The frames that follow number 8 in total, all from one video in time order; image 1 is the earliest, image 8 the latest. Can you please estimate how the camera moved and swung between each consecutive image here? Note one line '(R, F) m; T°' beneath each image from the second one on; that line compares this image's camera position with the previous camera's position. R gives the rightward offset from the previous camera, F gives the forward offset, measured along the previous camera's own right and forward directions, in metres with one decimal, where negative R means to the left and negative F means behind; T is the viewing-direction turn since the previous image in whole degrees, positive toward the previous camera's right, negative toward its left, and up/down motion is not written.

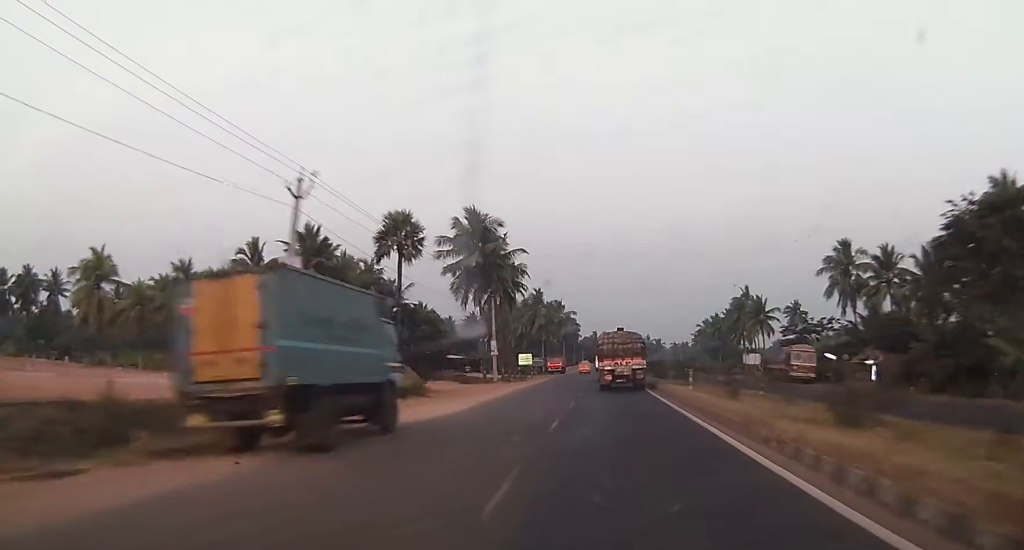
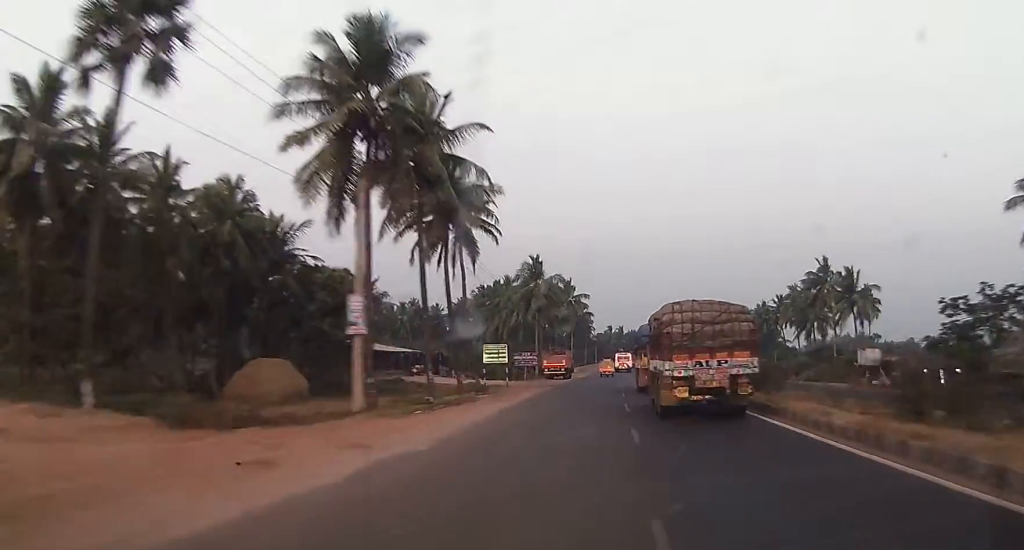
(-0.2, +41.6) m; -1°
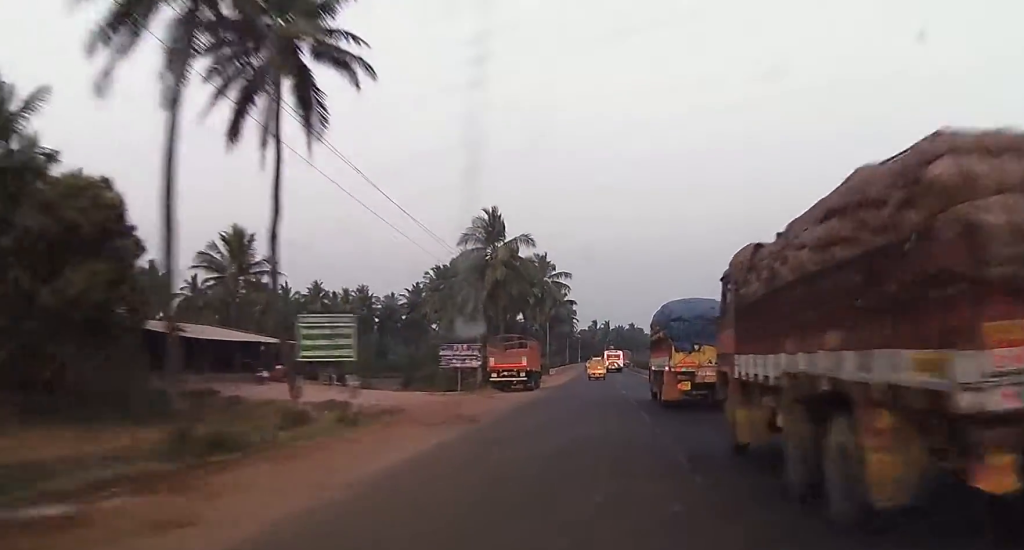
(-0.5, +30.2) m; -1°
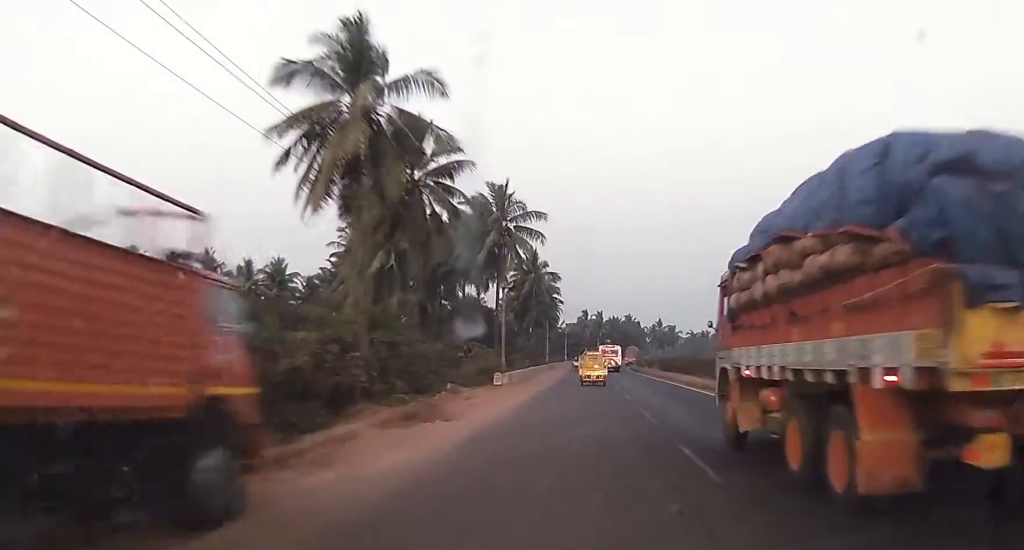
(+0.7, +40.2) m; +3°
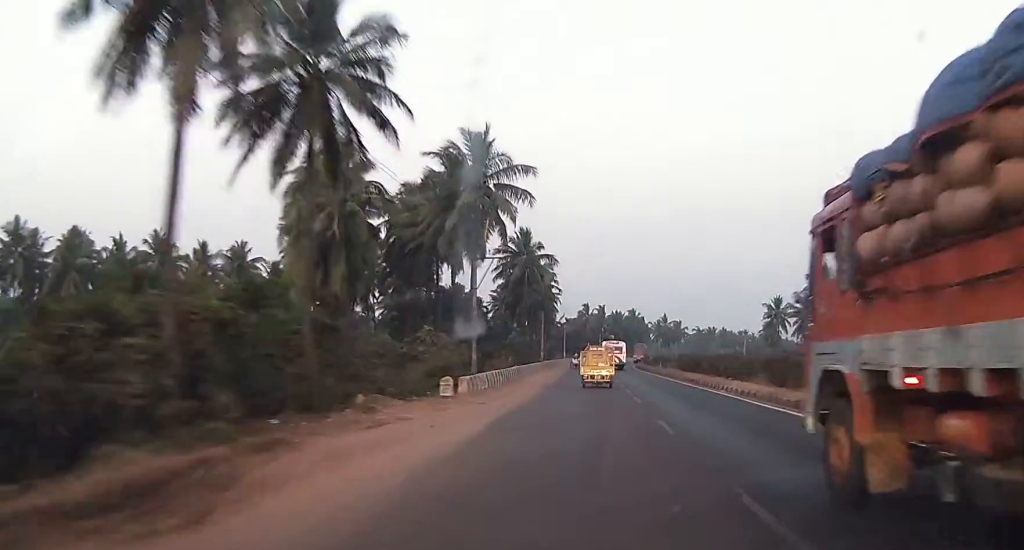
(+0.4, +14.7) m; 0°
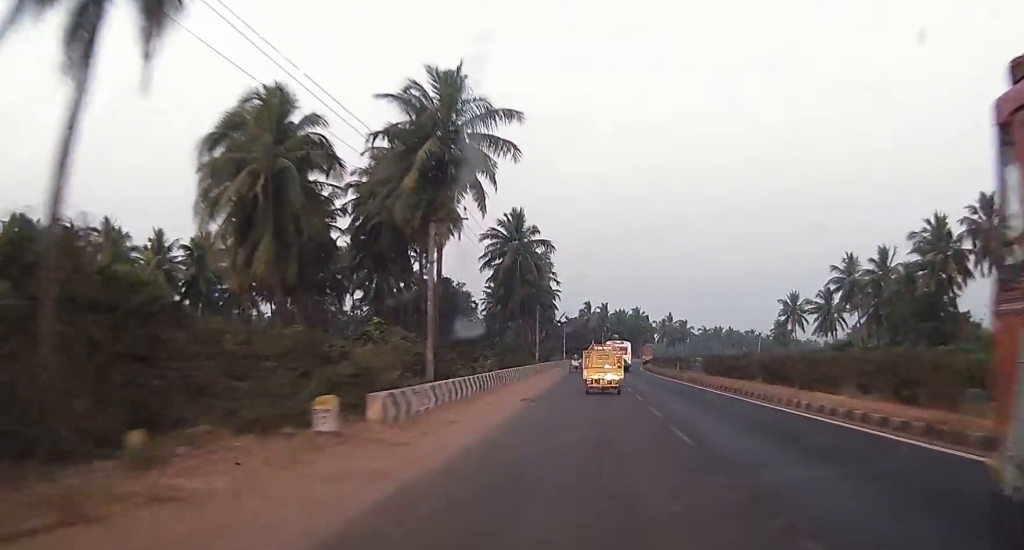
(-0.3, +12.0) m; 0°
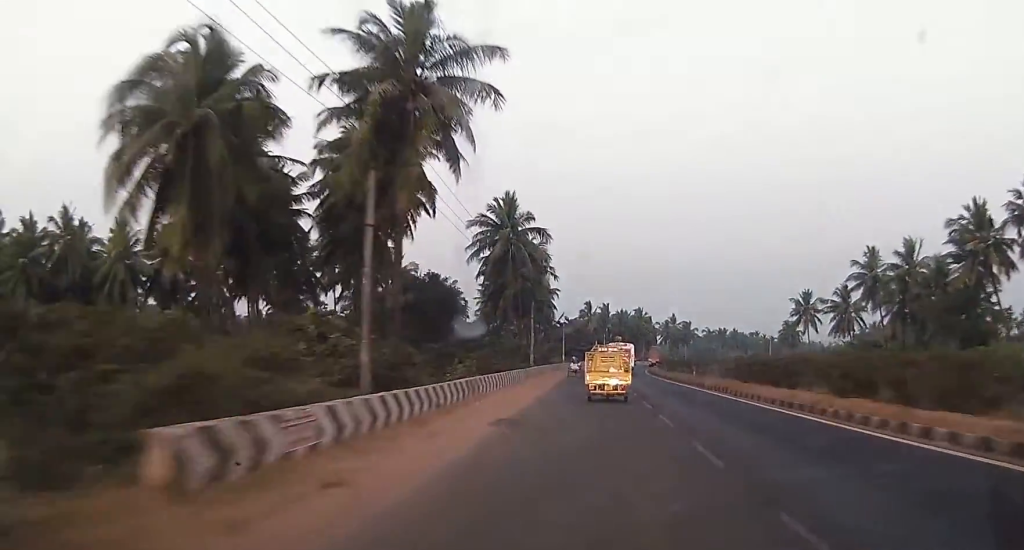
(-0.1, +9.0) m; 0°
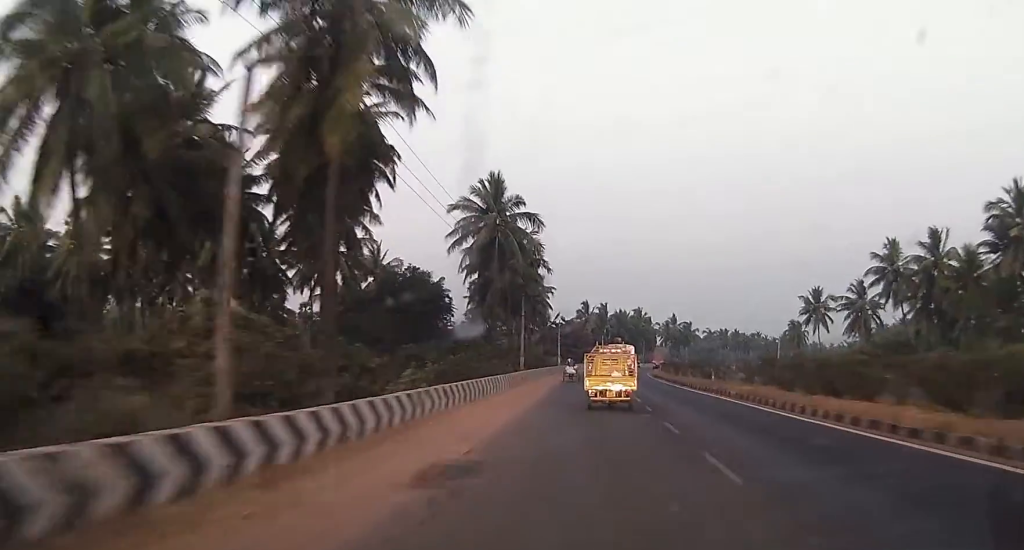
(+0.1, +8.4) m; 0°
